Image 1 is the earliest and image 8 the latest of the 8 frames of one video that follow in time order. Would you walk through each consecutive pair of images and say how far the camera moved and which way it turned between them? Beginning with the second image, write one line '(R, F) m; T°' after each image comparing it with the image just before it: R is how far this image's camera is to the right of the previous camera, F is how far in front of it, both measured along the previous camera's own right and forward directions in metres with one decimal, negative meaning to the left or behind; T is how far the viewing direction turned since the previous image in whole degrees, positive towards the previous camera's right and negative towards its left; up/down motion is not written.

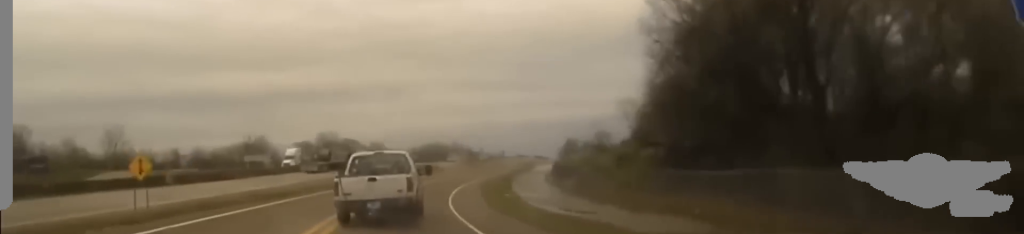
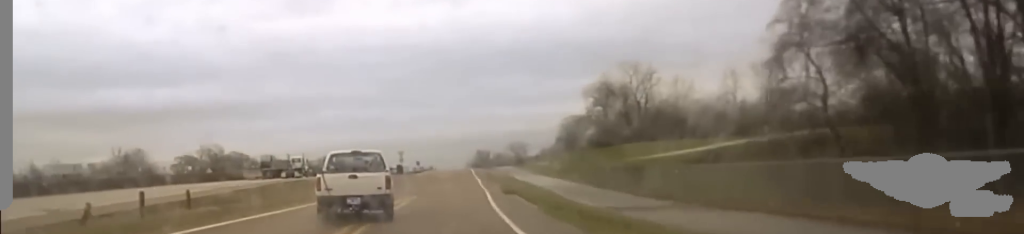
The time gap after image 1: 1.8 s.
(+4.3, +61.1) m; +6°
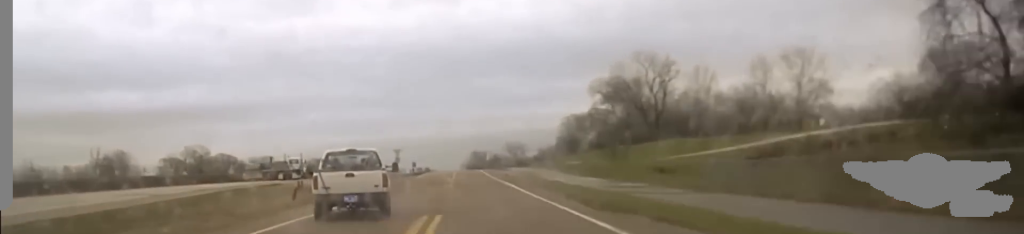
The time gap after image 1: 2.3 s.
(+0.3, +18.9) m; 0°
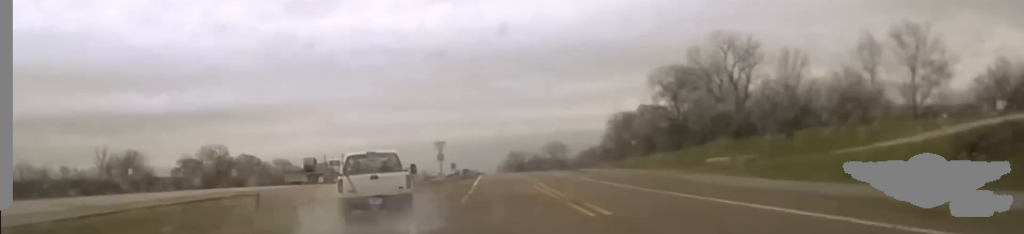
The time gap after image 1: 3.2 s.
(-0.5, +32.3) m; -1°
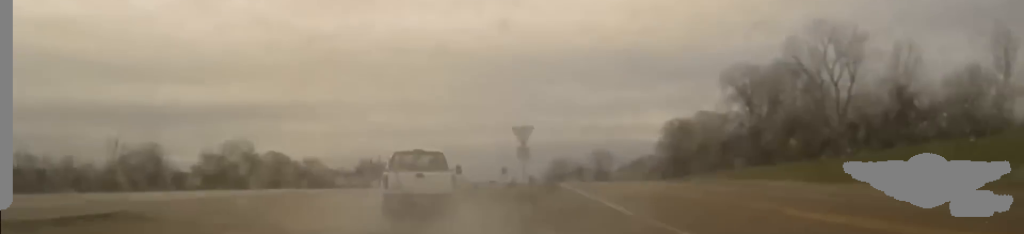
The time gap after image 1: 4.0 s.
(0.0, +26.6) m; -1°
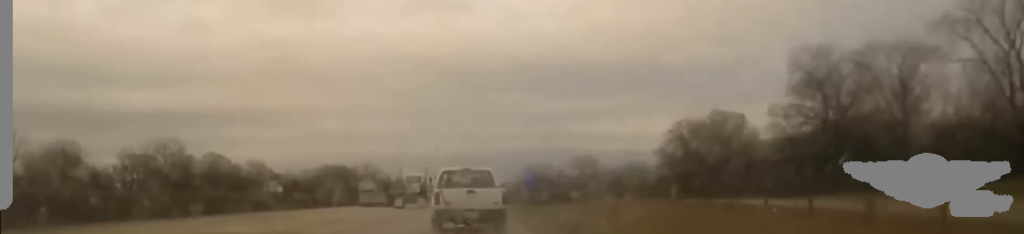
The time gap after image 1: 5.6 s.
(-0.6, +57.5) m; +2°
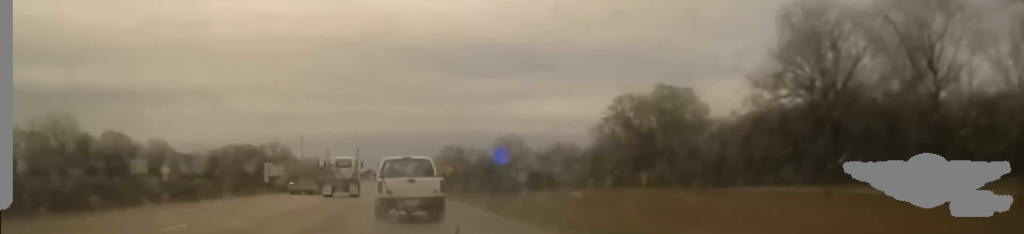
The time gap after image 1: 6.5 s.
(+0.9, +29.5) m; +4°
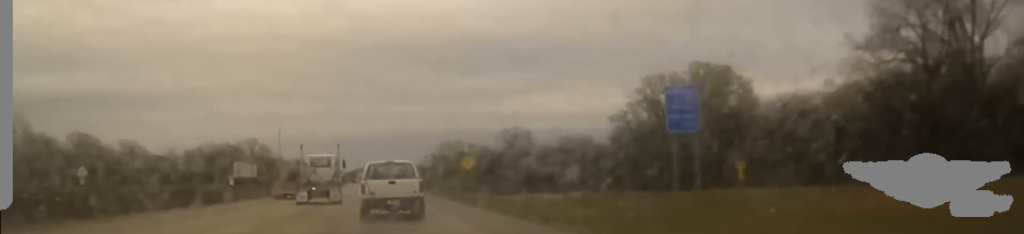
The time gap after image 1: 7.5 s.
(+1.5, +39.1) m; +2°
